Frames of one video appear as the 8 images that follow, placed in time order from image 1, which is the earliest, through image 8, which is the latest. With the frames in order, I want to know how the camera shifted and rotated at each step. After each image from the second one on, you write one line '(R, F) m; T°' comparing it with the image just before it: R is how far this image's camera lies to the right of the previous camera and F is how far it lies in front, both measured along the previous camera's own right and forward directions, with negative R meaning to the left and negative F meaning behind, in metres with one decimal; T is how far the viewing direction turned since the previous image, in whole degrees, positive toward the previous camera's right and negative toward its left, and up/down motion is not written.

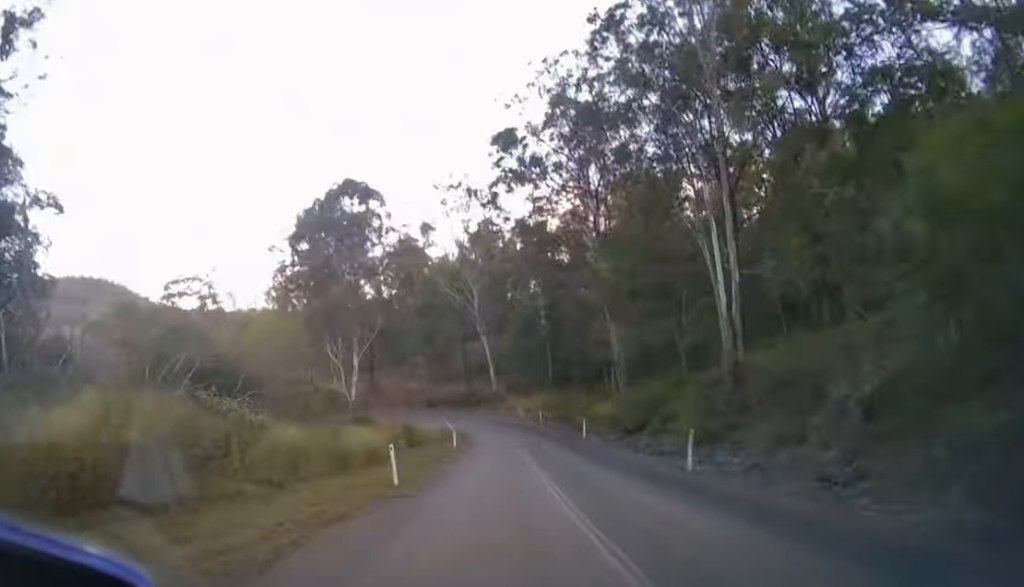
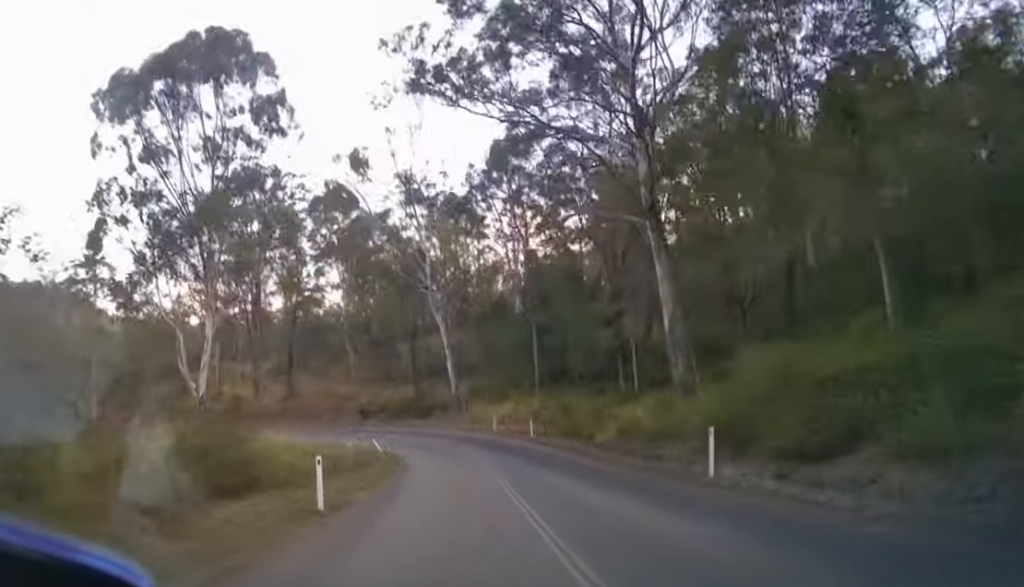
(+1.2, +20.1) m; +3°
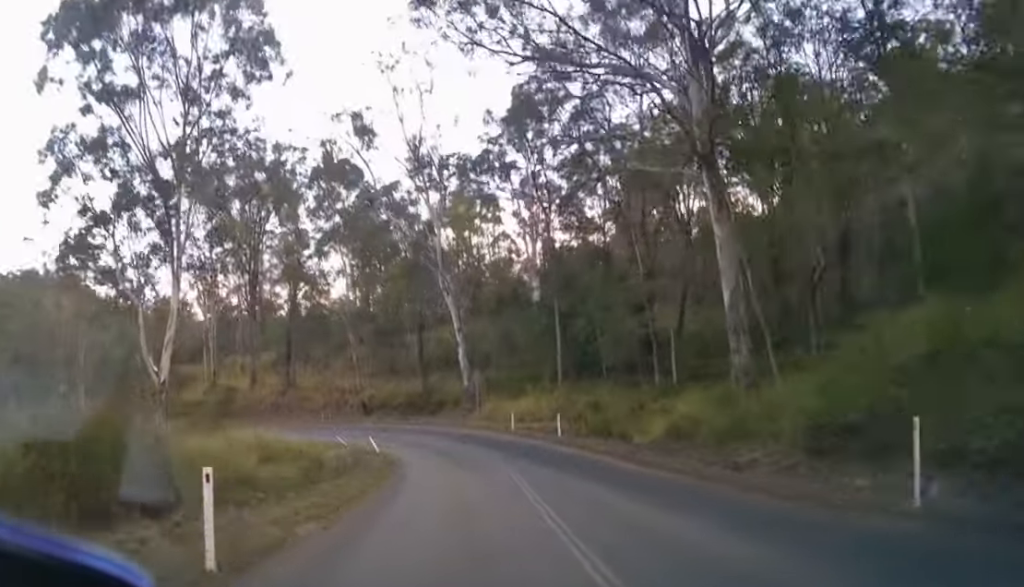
(0.0, +5.0) m; -1°
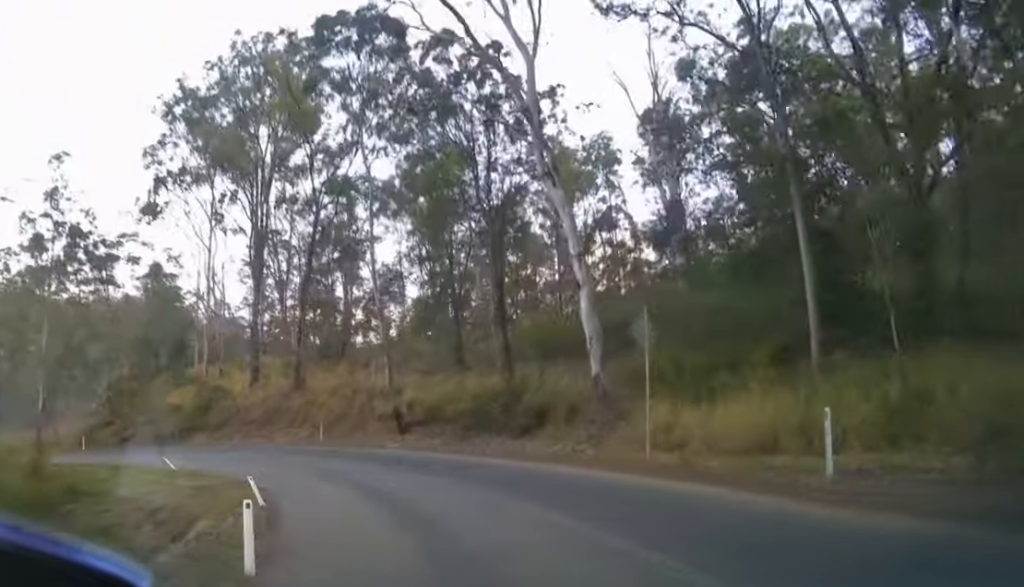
(-1.6, +21.7) m; -15°
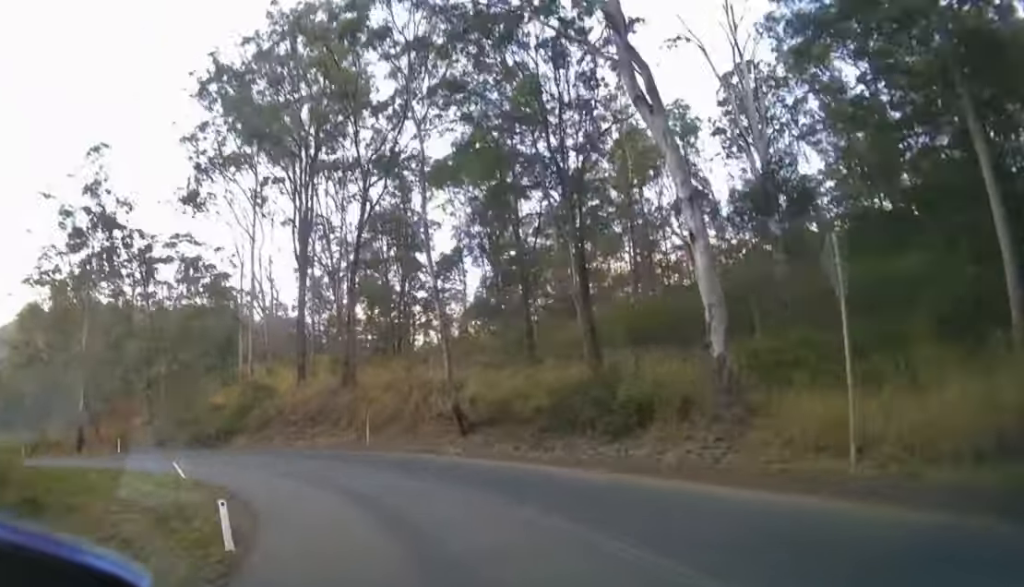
(-0.4, +4.1) m; -8°
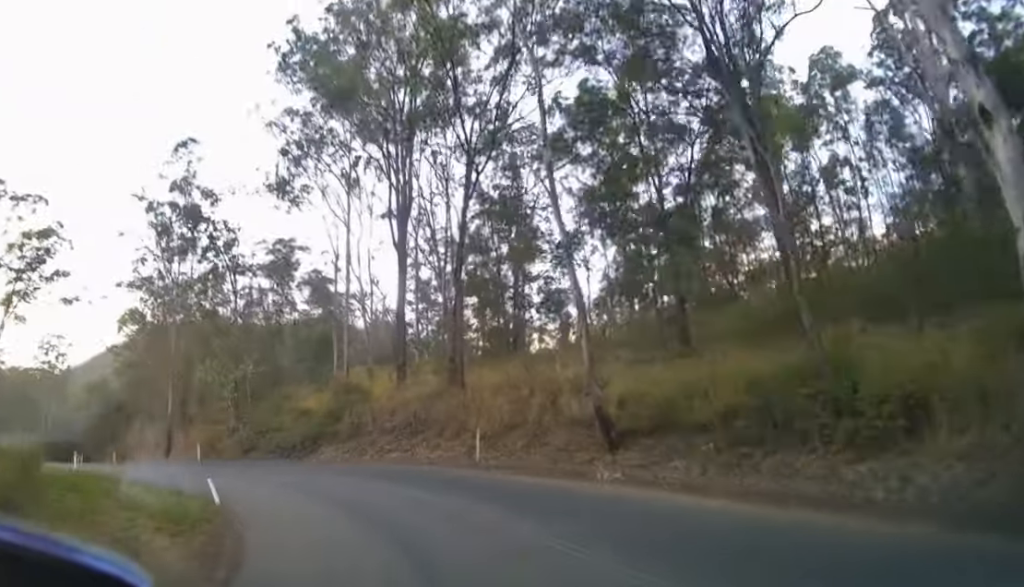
(-0.3, +4.9) m; -10°
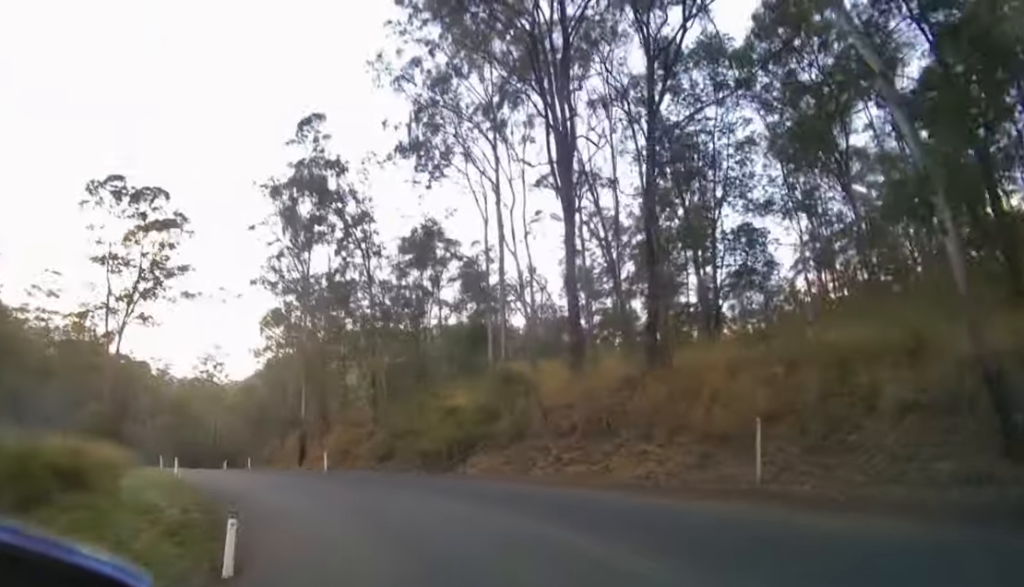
(-0.6, +5.9) m; -15°
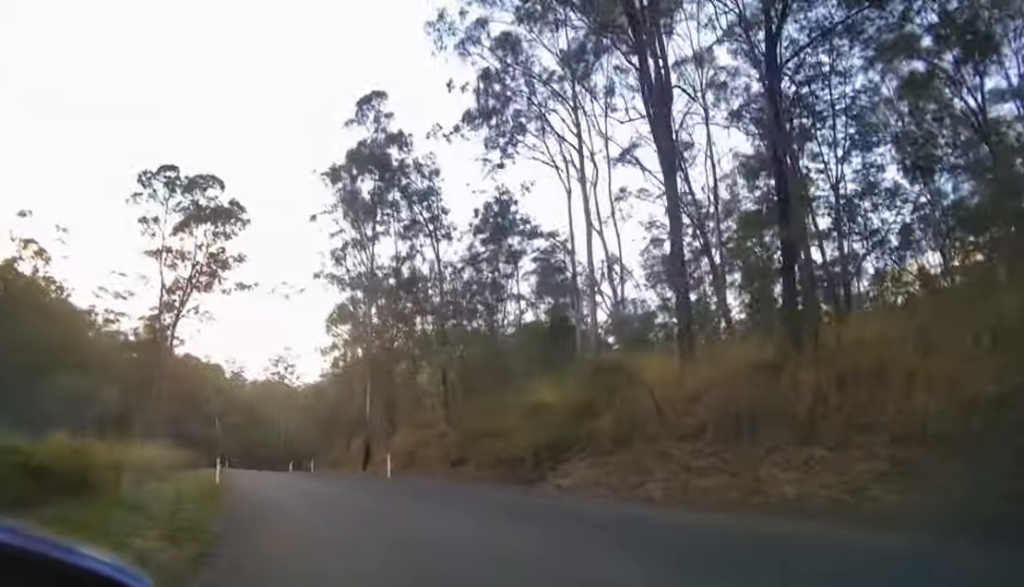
(-0.4, +3.0) m; -8°
